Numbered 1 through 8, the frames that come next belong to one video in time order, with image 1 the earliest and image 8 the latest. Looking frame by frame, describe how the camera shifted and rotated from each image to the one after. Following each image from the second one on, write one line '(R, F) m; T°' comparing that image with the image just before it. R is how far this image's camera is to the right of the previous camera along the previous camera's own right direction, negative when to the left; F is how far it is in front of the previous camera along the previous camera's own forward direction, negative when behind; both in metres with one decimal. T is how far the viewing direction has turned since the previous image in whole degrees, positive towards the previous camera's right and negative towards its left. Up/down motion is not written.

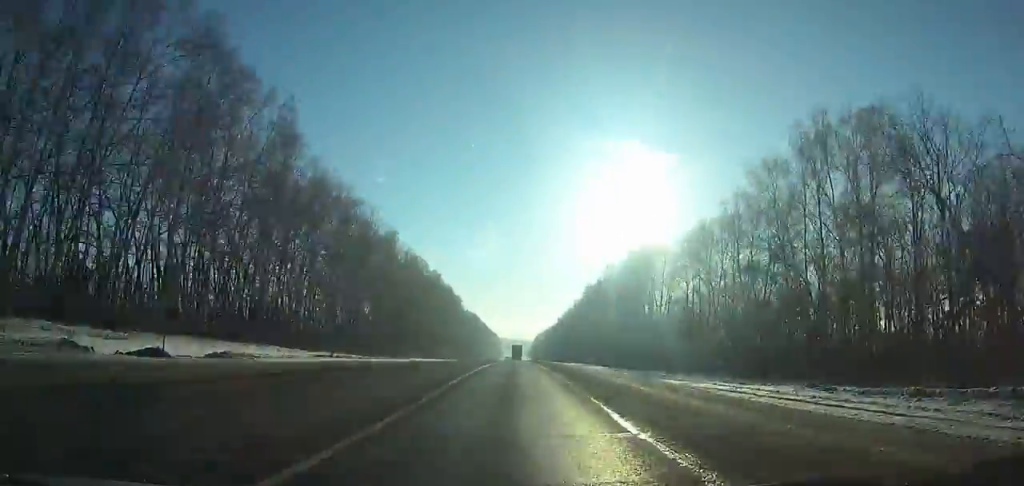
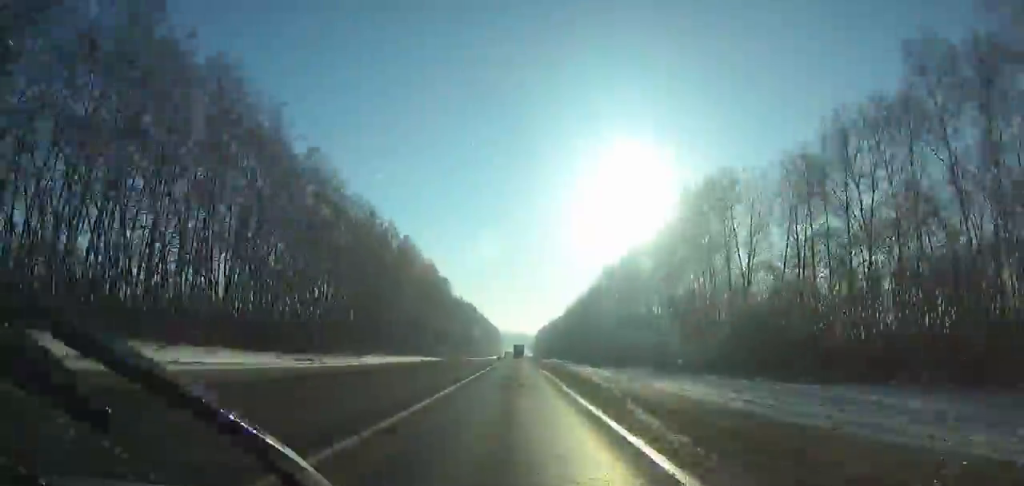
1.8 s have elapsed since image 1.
(0.0, +41.3) m; 0°
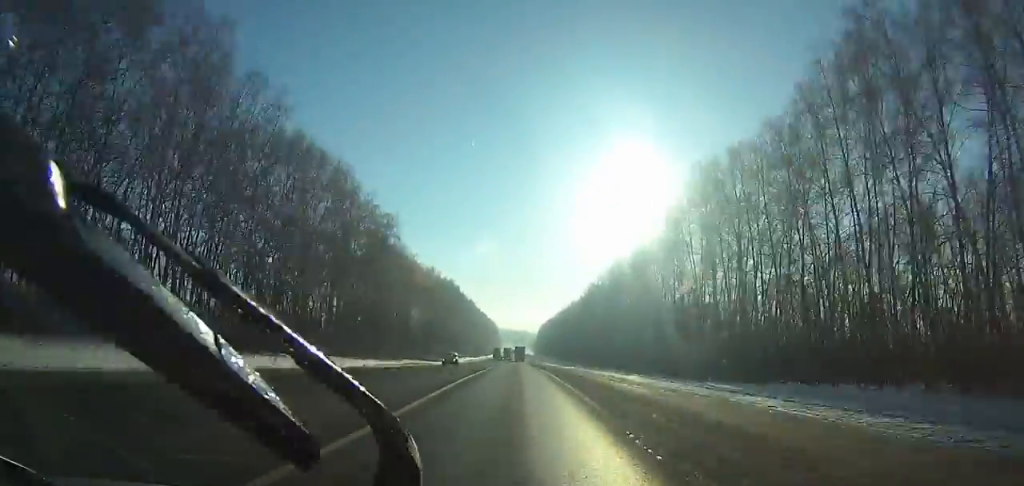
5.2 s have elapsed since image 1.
(+0.1, +78.7) m; 0°
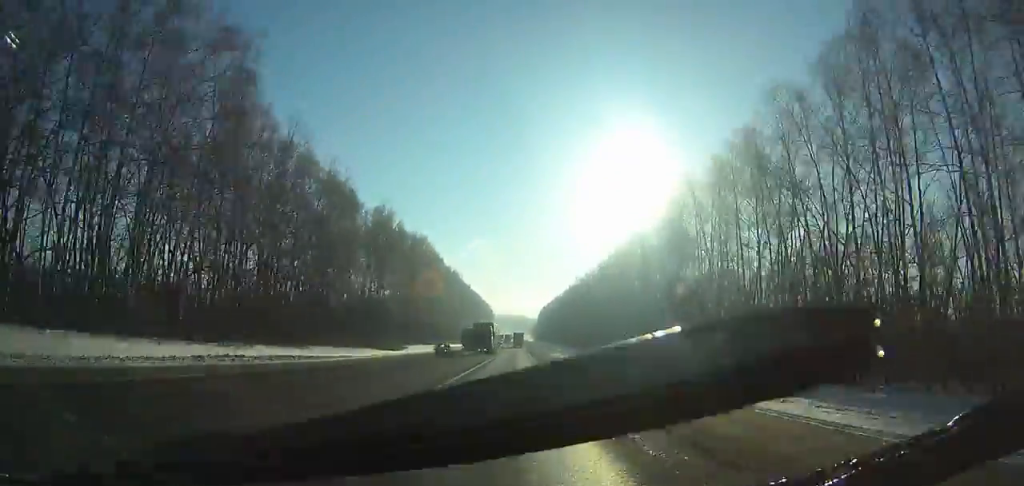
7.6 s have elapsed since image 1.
(-0.1, +55.9) m; 0°
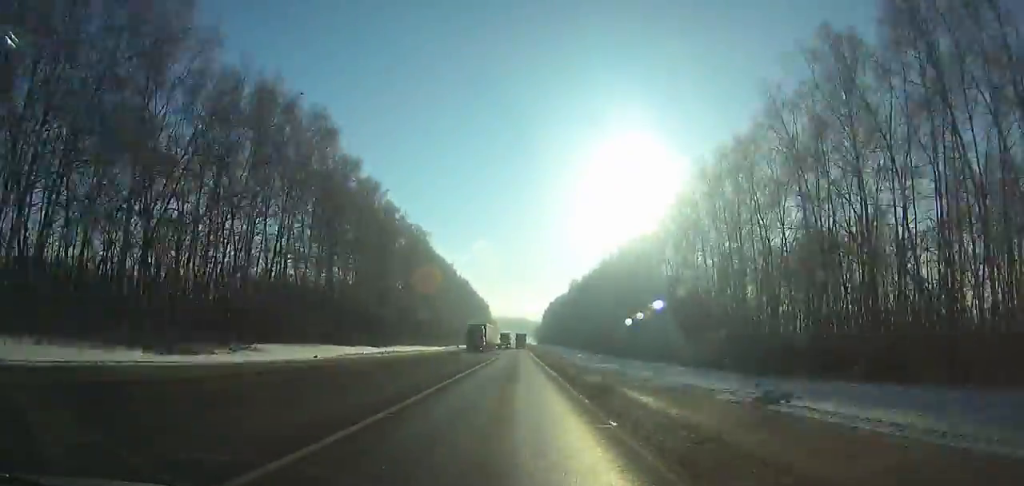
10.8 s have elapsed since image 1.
(-0.2, +75.5) m; 0°
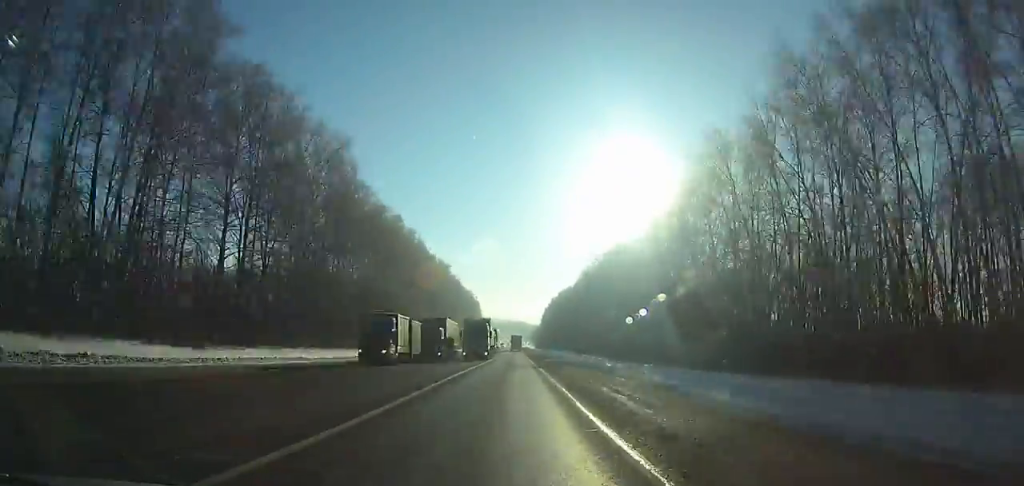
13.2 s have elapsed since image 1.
(-0.1, +57.6) m; 0°
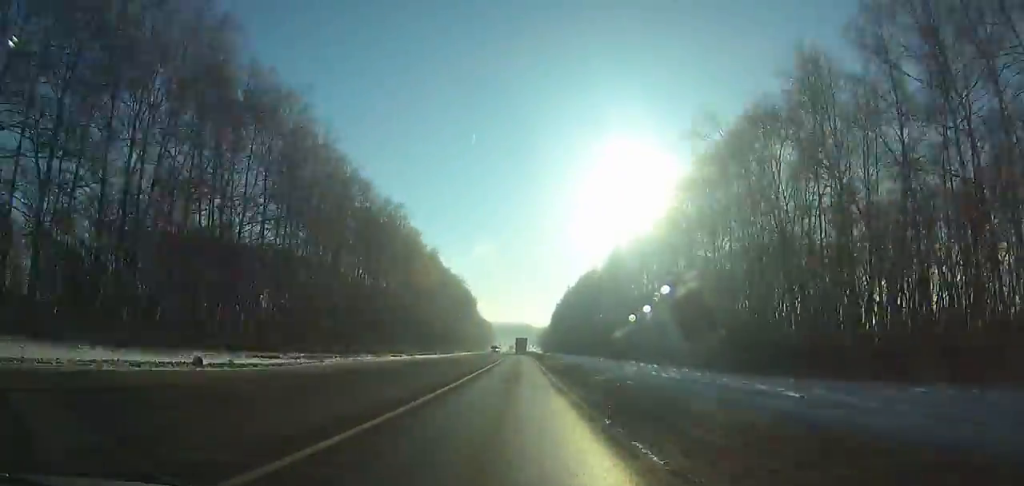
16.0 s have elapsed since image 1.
(-0.2, +68.2) m; 0°
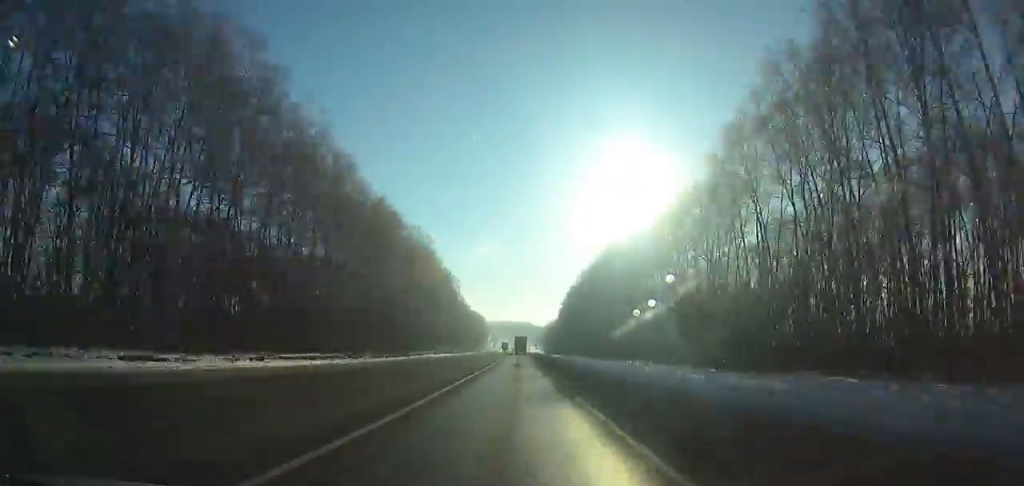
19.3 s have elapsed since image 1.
(+0.3, +81.4) m; 0°
